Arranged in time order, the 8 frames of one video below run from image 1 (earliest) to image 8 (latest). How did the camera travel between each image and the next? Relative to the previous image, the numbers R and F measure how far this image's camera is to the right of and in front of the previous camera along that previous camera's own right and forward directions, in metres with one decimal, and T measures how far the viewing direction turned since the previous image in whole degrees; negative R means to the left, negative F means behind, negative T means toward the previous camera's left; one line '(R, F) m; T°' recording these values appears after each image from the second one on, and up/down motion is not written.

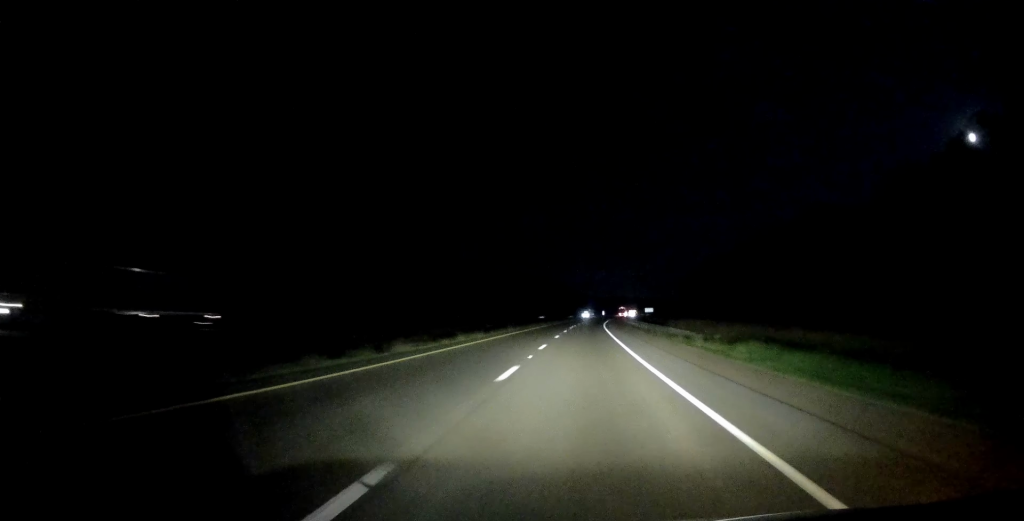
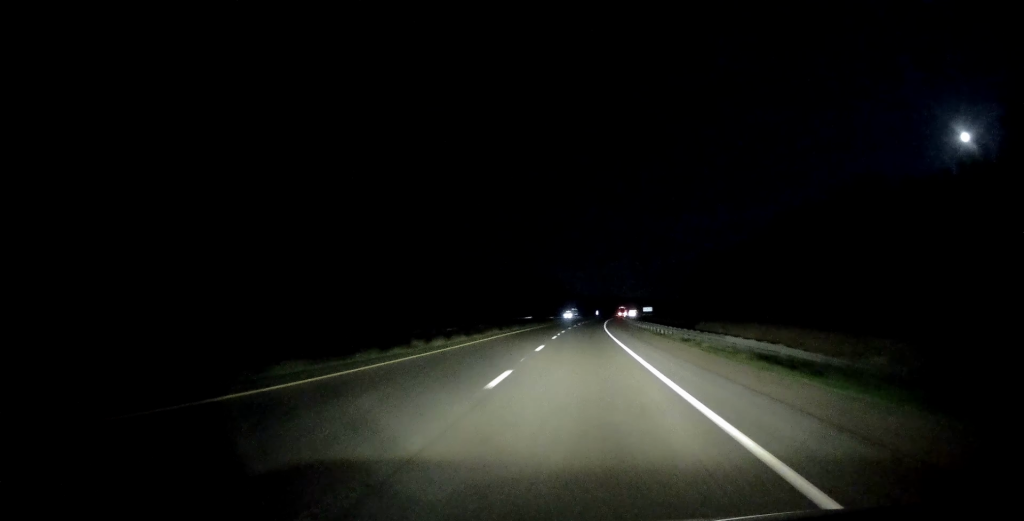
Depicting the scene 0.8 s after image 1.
(+0.7, +26.3) m; +1°
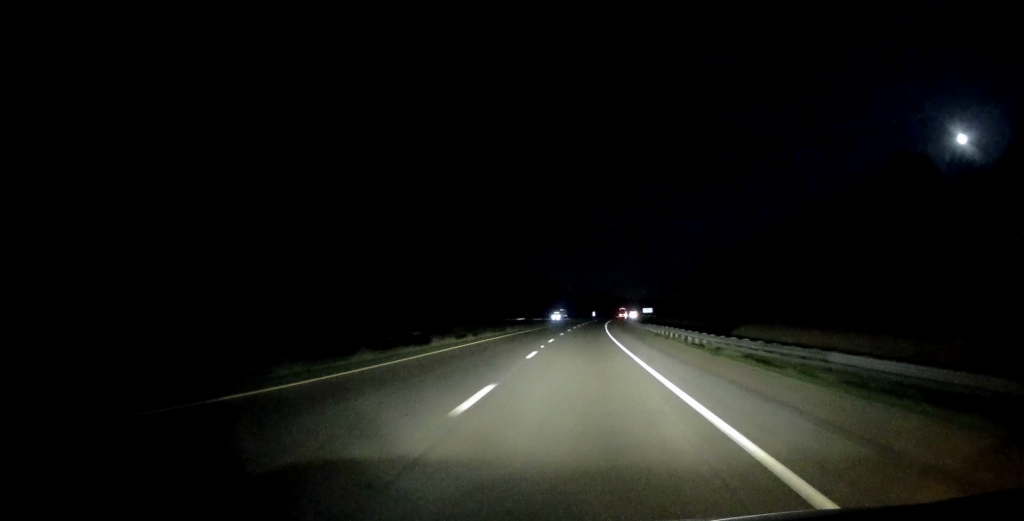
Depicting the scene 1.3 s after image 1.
(+0.4, +15.6) m; 0°
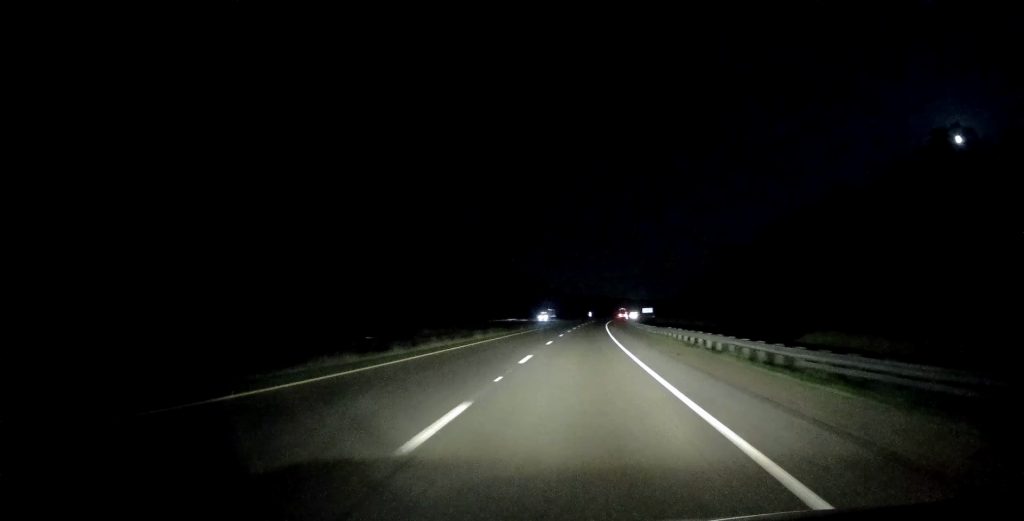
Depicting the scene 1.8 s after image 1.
(-0.4, +14.1) m; 0°
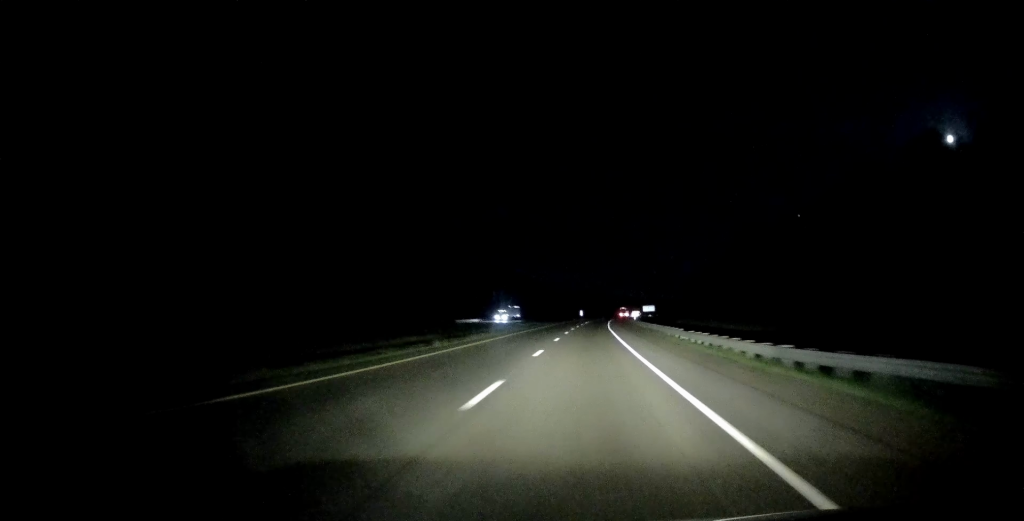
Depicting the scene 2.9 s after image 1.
(0.0, +33.2) m; +1°
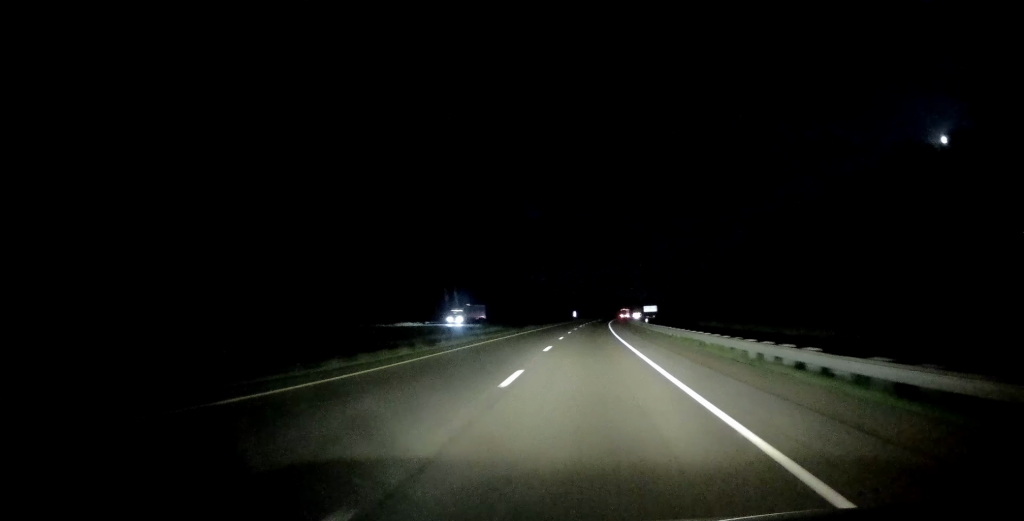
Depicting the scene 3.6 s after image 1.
(+0.3, +21.0) m; +1°
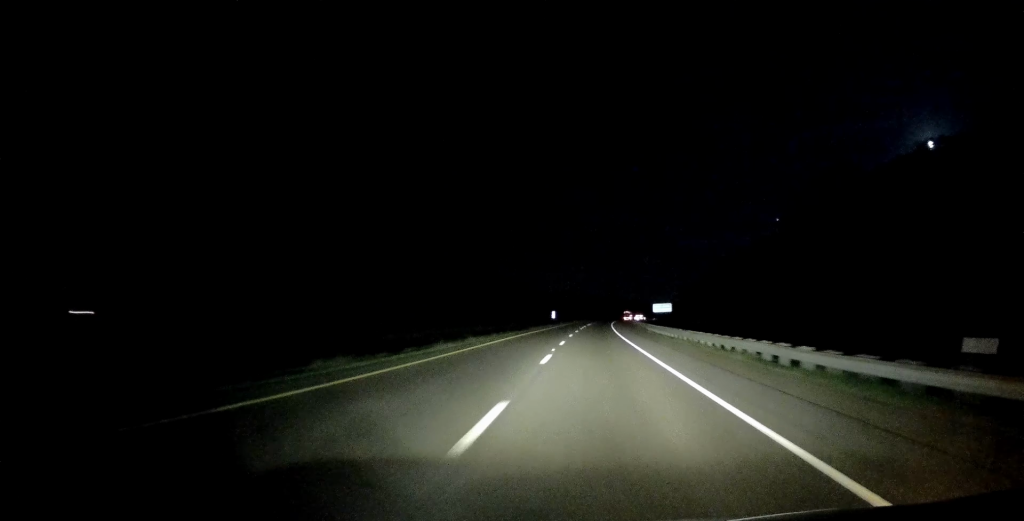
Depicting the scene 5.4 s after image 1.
(+0.9, +53.7) m; +2°
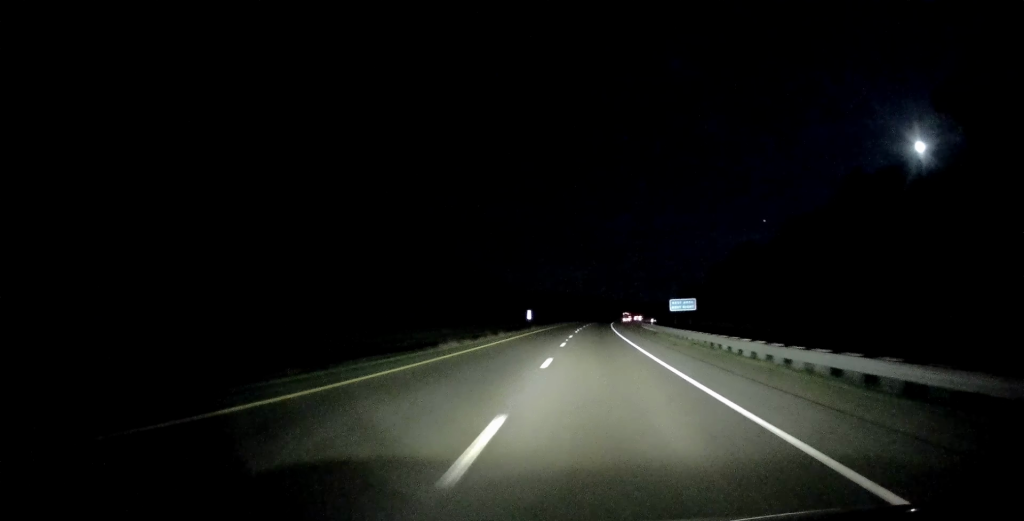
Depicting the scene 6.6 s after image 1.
(+0.3, +36.7) m; +1°
